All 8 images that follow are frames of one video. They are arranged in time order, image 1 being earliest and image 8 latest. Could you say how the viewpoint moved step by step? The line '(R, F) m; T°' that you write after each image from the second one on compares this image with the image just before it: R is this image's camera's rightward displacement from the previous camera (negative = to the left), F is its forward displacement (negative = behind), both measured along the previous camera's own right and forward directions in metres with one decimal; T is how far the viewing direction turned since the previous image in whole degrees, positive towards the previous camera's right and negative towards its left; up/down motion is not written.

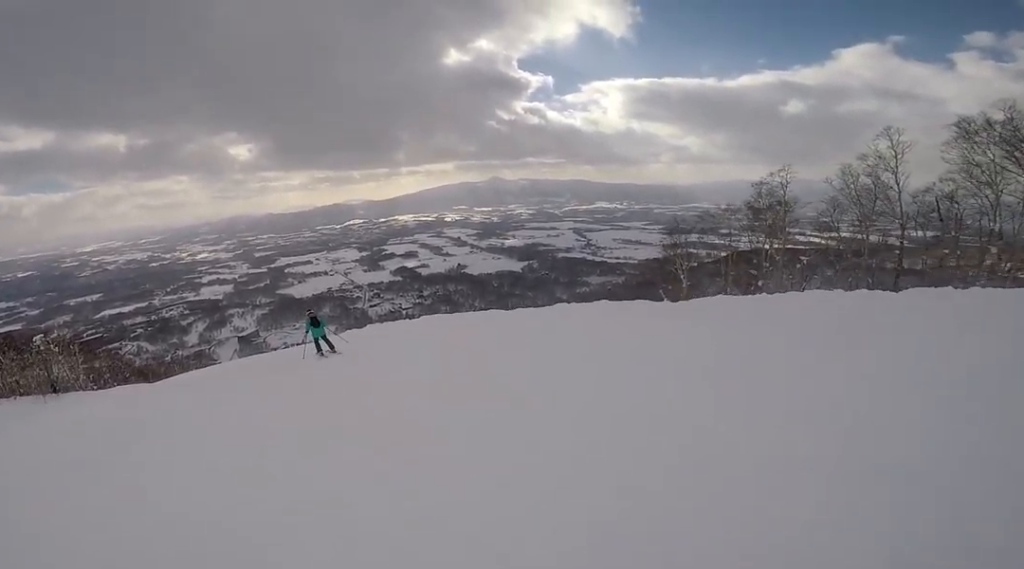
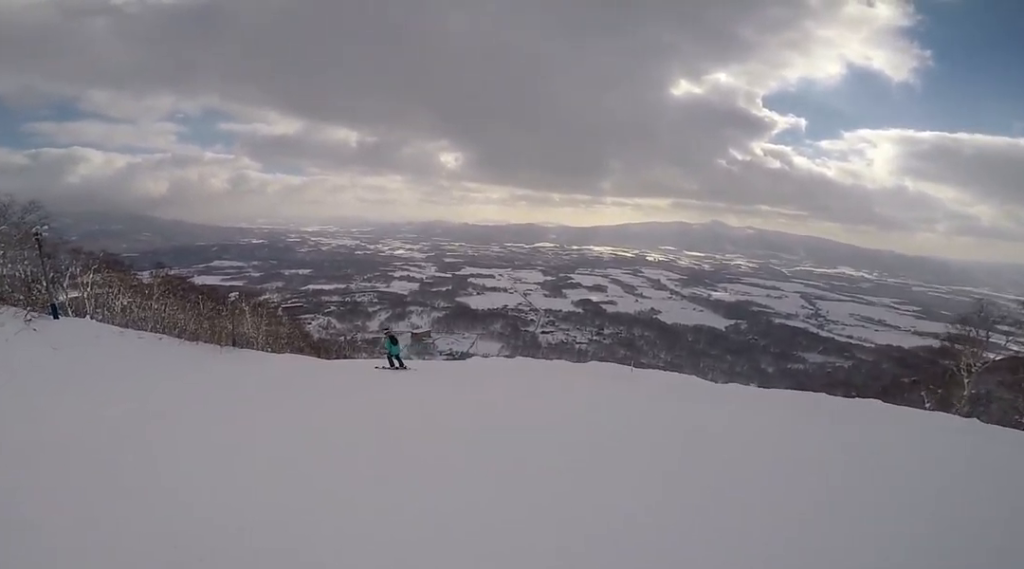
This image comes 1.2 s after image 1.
(-0.5, +4.7) m; -18°
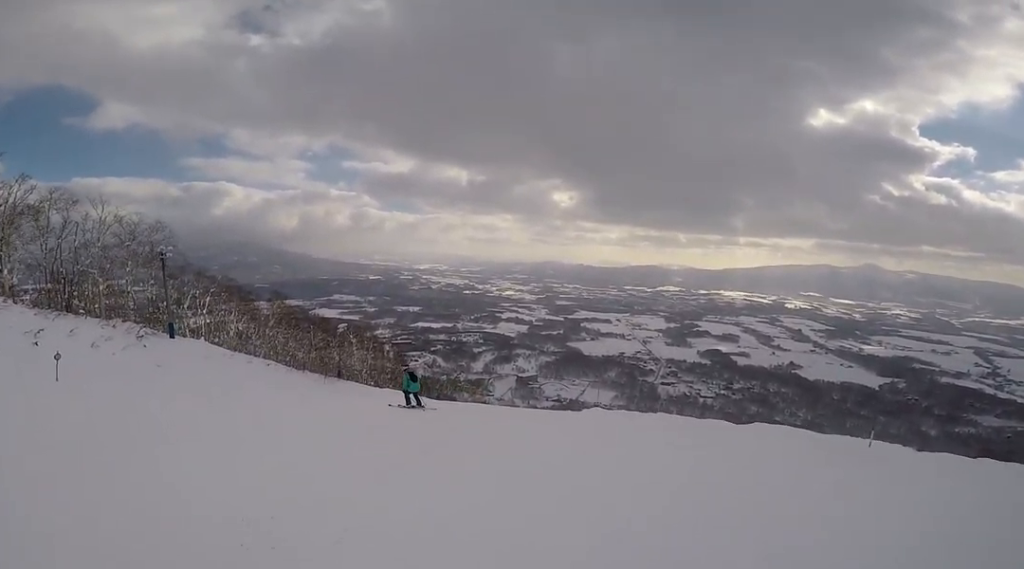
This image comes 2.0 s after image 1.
(-0.5, +3.4) m; -15°
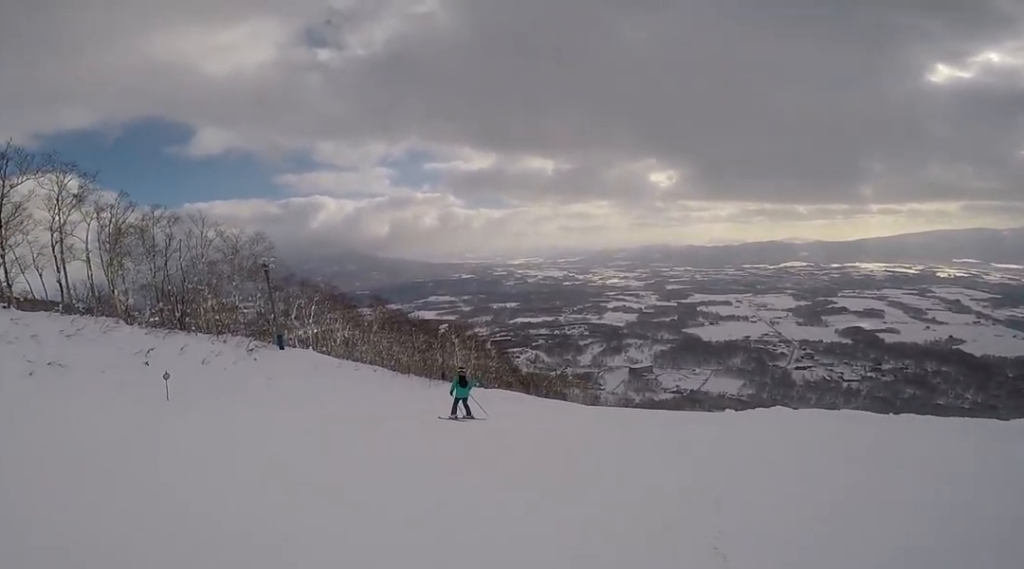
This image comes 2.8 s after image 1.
(-0.4, +3.1) m; -7°
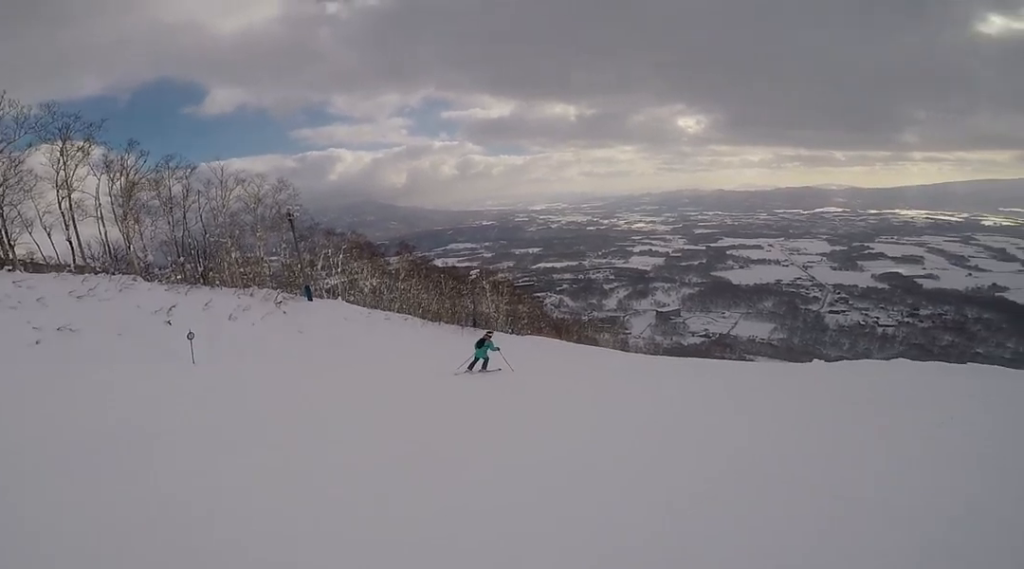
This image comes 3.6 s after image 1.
(-0.2, +3.2) m; +4°
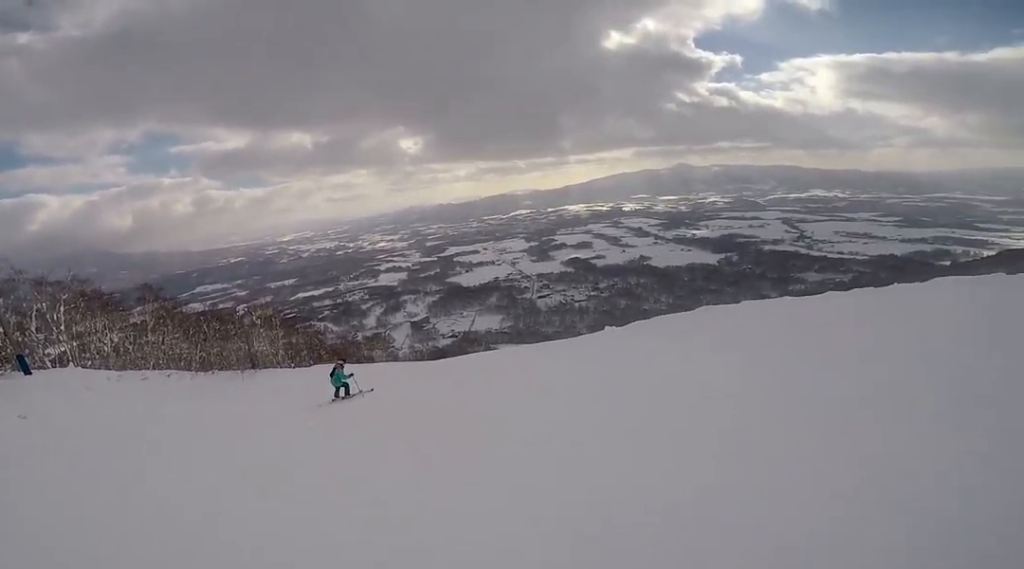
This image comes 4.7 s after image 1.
(+0.8, +4.3) m; +18°
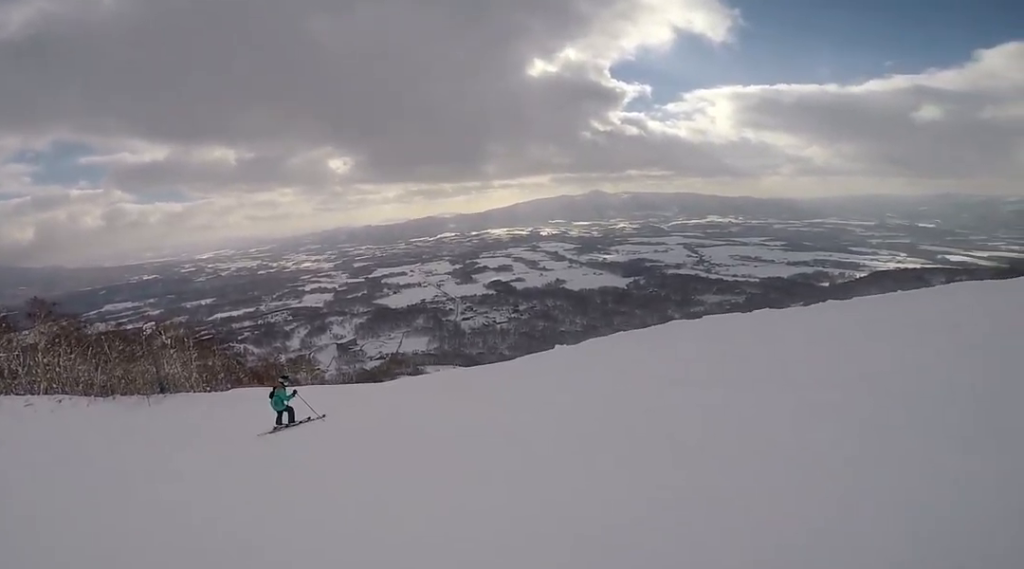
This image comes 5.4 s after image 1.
(+0.3, +2.4) m; +7°
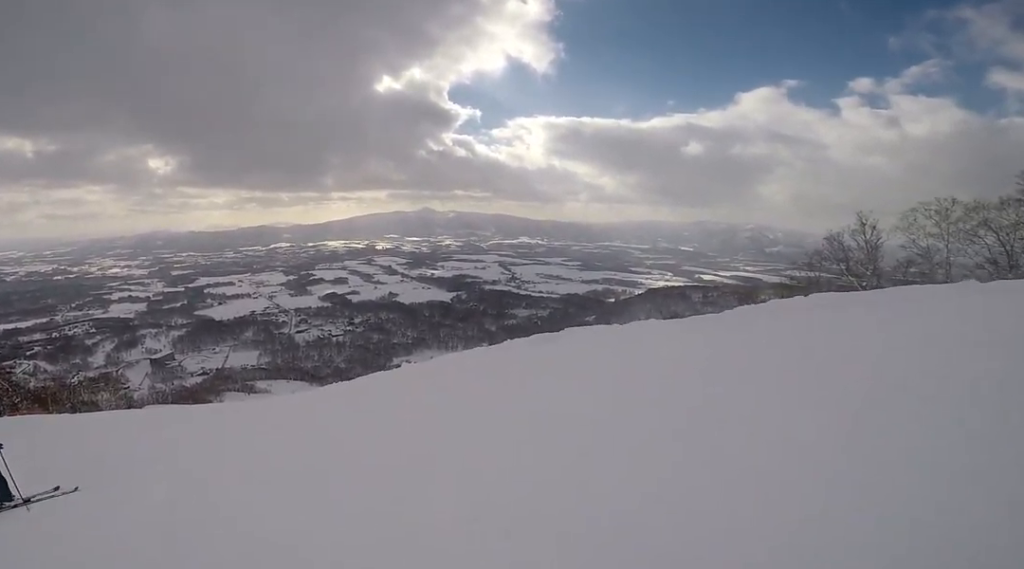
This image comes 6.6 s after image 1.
(+0.5, +3.6) m; +33°
